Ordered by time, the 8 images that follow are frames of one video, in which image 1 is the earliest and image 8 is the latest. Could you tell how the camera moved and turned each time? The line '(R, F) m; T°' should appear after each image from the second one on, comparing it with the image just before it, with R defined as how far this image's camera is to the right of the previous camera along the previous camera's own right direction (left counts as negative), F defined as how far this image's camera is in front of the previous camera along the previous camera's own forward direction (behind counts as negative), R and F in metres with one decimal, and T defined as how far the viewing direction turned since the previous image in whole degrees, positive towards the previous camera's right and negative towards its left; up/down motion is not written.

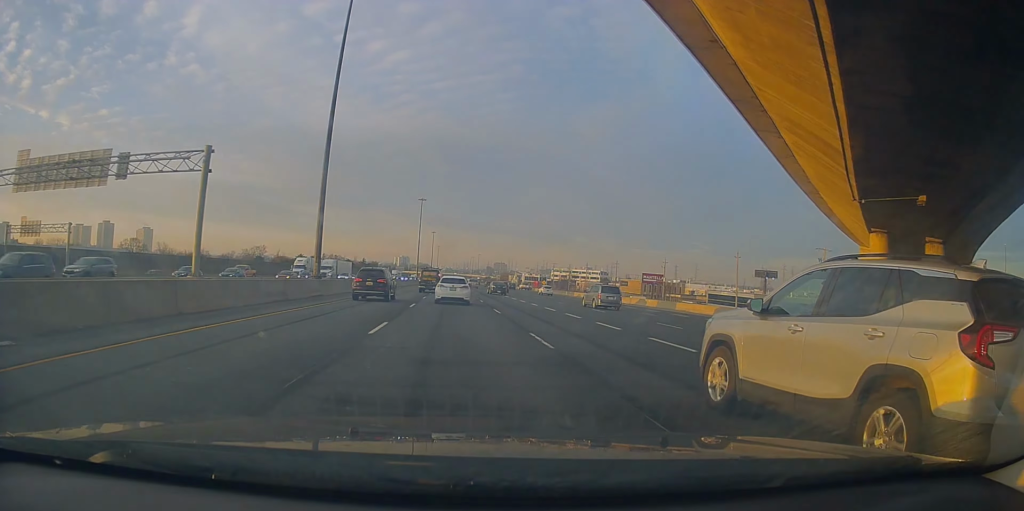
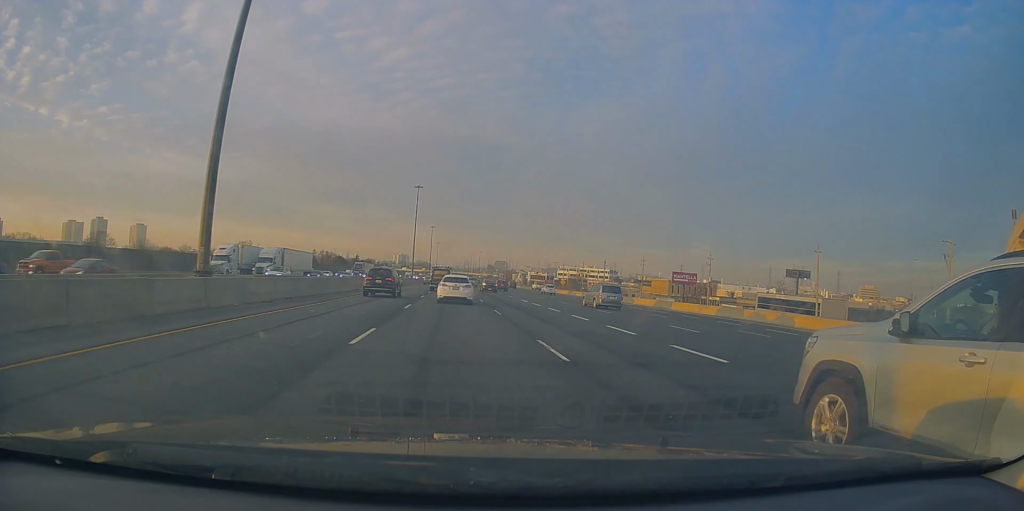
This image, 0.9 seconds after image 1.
(+0.1, +25.4) m; +1°
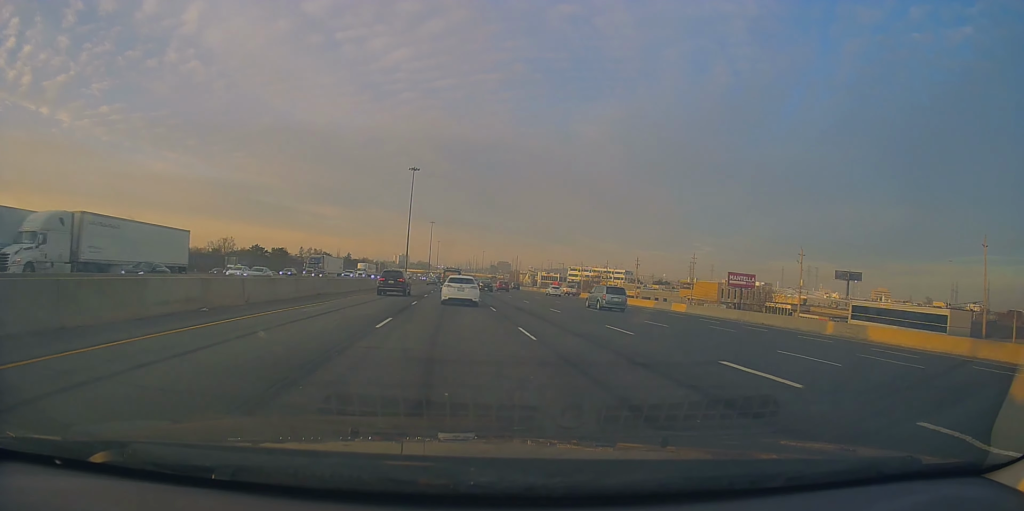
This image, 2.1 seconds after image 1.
(+0.3, +32.2) m; -2°
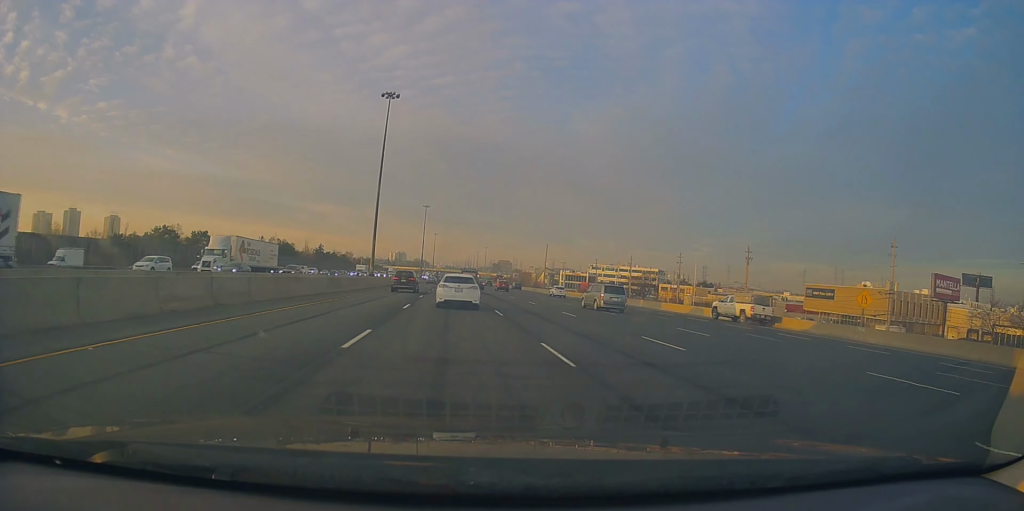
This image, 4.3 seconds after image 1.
(-0.1, +63.5) m; +1°
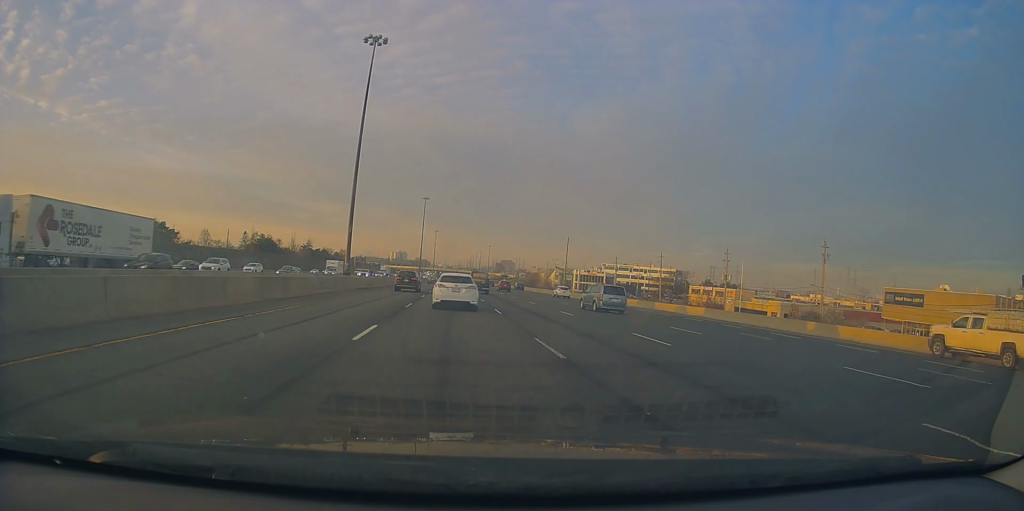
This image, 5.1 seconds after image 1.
(-0.6, +22.9) m; 0°
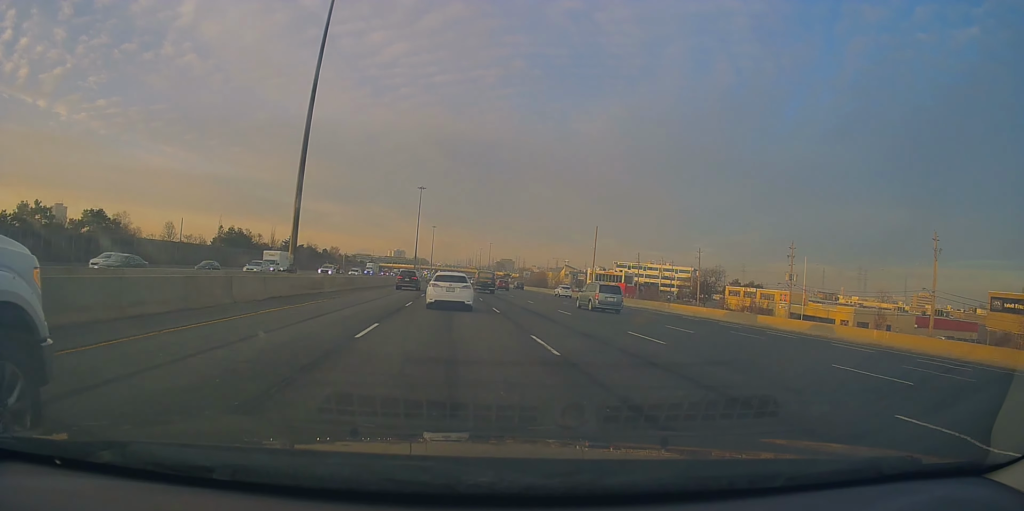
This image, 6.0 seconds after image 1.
(+0.8, +23.7) m; 0°
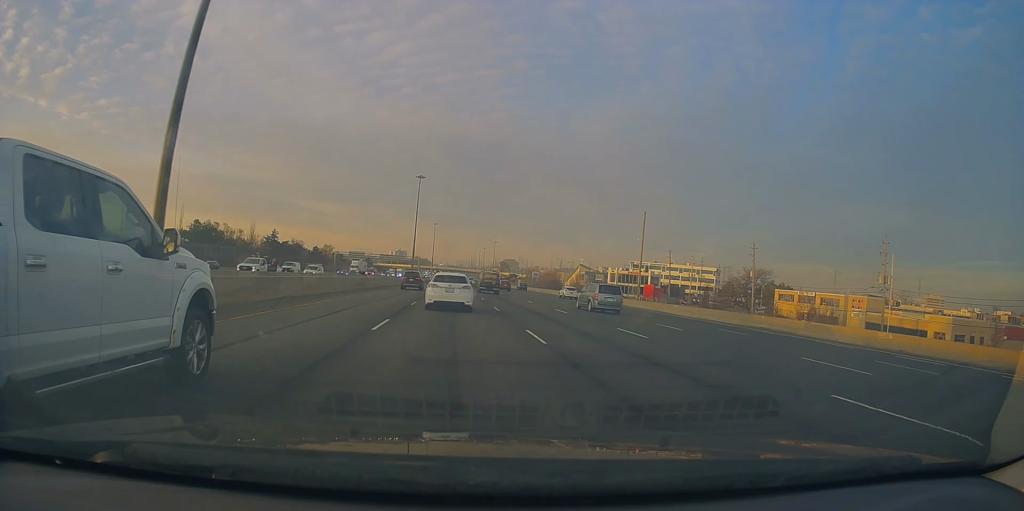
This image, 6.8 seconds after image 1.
(-0.4, +22.3) m; 0°
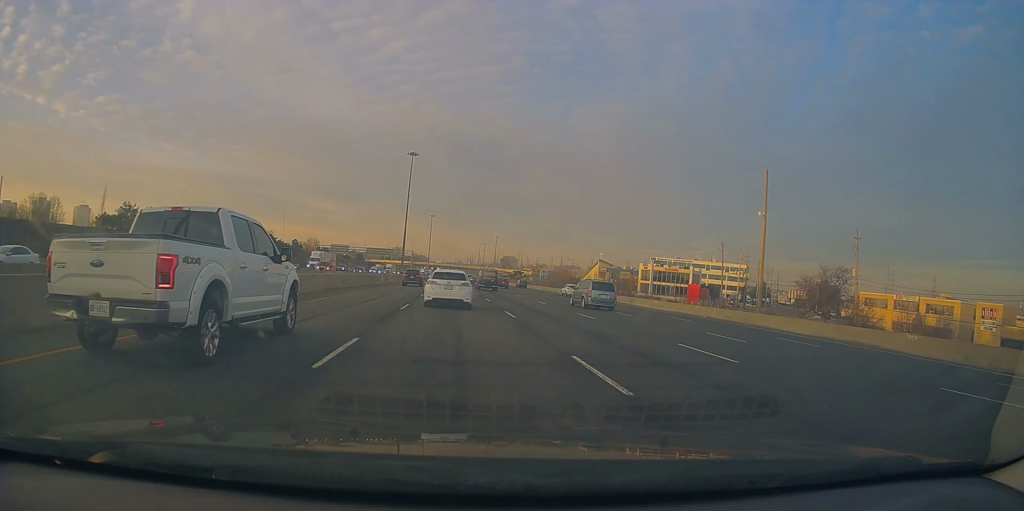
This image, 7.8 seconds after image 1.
(0.0, +29.5) m; -1°
